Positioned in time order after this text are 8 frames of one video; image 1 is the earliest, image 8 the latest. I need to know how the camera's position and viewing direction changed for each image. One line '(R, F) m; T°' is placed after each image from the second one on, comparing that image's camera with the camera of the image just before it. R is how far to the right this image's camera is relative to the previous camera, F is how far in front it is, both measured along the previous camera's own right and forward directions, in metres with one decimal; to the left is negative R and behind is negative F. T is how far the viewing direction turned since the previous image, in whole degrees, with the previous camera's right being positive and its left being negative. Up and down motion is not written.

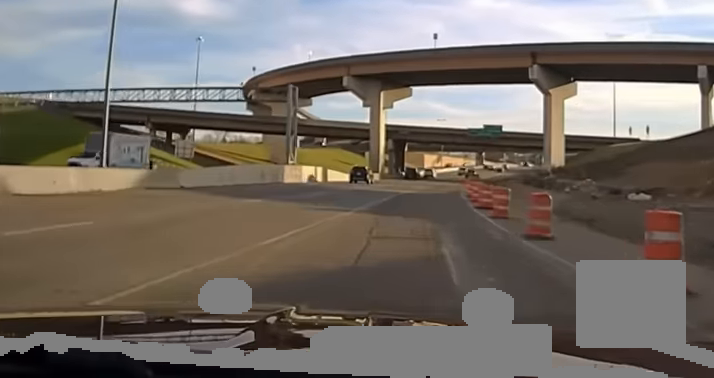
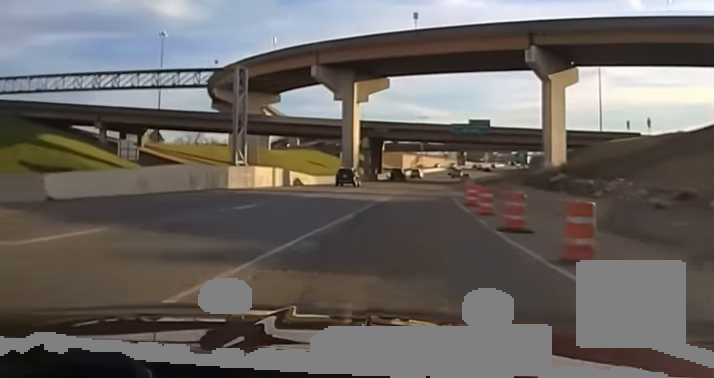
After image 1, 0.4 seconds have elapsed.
(+0.8, +12.6) m; +3°
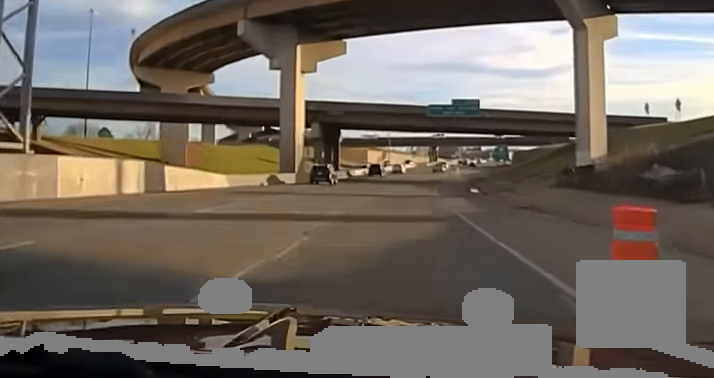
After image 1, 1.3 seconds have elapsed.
(+0.9, +24.0) m; +3°
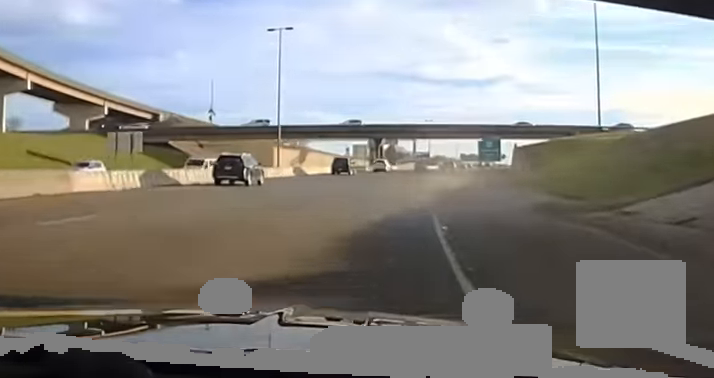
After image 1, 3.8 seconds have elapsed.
(+2.4, +74.9) m; +3°
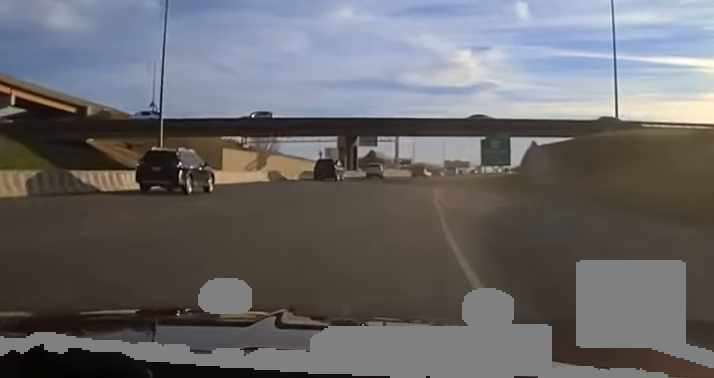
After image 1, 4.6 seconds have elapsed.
(+0.2, +28.6) m; +2°
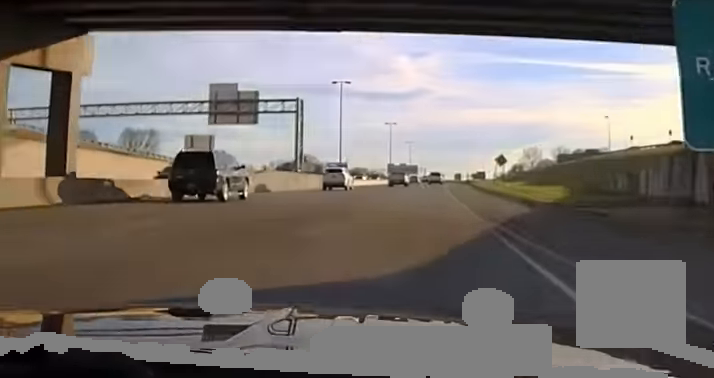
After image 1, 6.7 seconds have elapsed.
(+4.0, +87.1) m; +5°
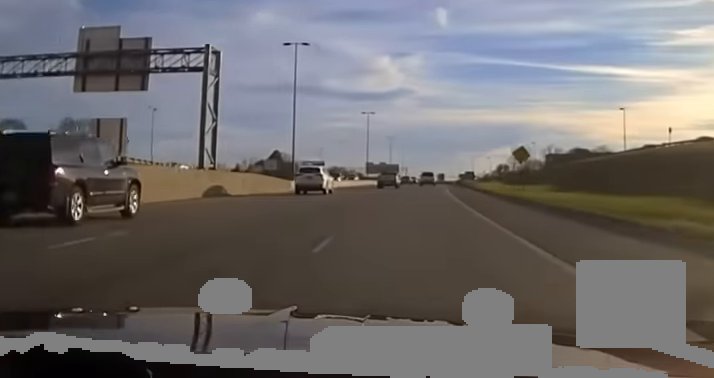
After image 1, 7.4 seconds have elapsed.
(+0.3, +28.8) m; +1°
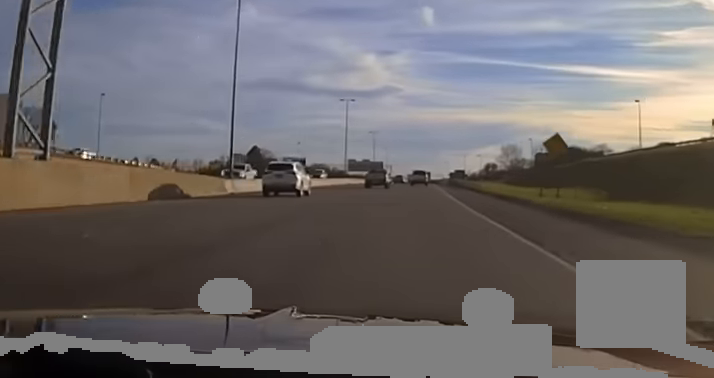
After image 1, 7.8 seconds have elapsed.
(0.0, +19.6) m; +1°
